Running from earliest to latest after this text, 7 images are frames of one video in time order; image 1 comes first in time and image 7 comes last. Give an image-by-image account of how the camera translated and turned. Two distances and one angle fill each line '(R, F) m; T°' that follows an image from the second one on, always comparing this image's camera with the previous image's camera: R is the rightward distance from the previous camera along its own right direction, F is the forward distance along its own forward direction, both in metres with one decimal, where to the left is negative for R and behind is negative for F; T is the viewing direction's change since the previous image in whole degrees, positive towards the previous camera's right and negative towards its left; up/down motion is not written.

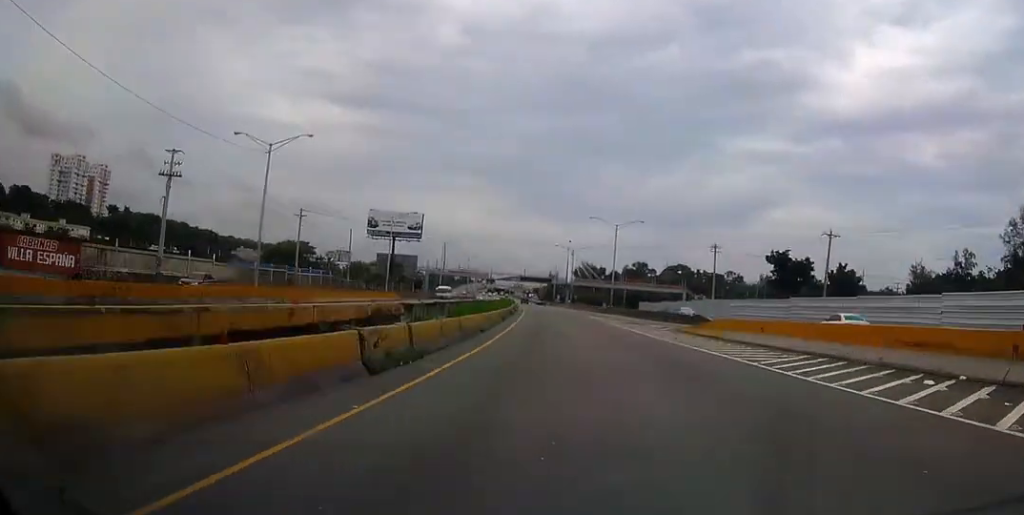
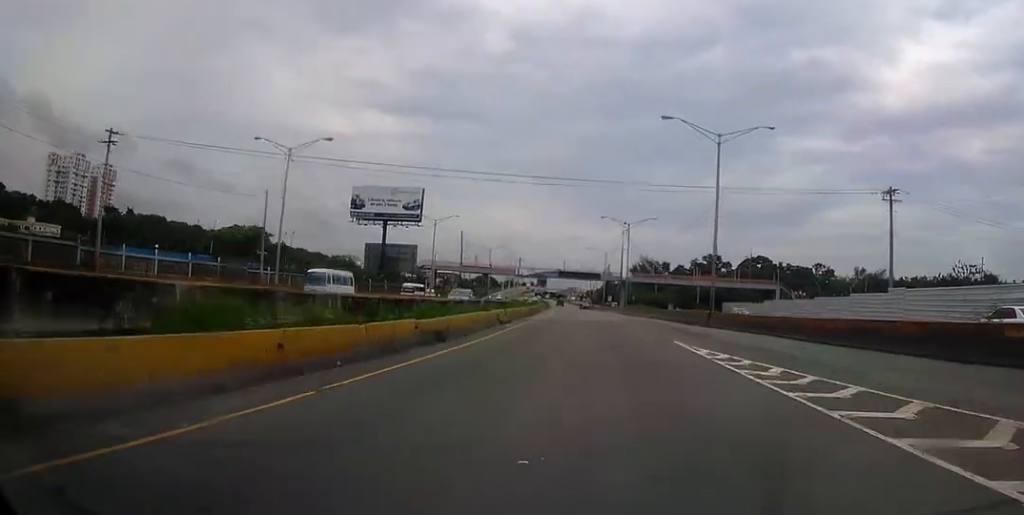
(-2.9, +49.9) m; -5°
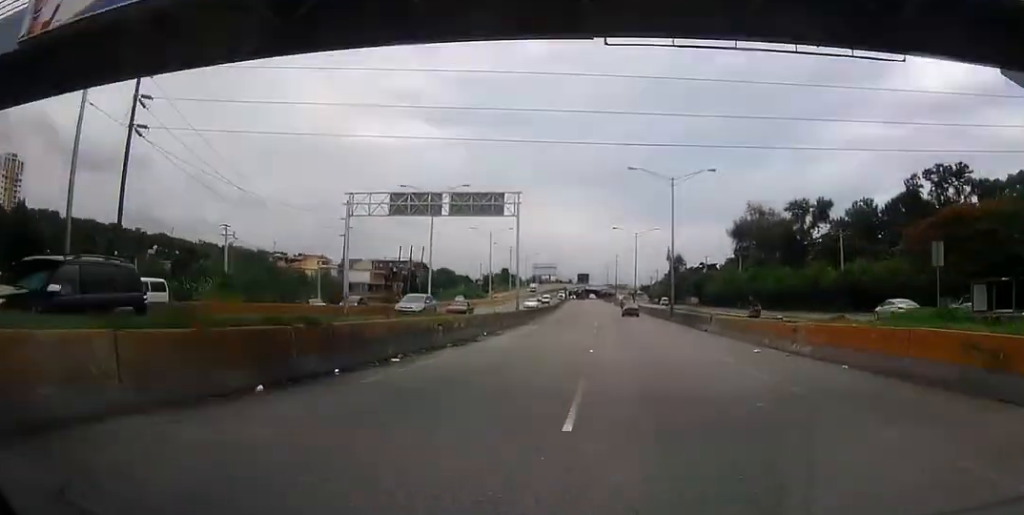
(-6.3, +131.6) m; -4°
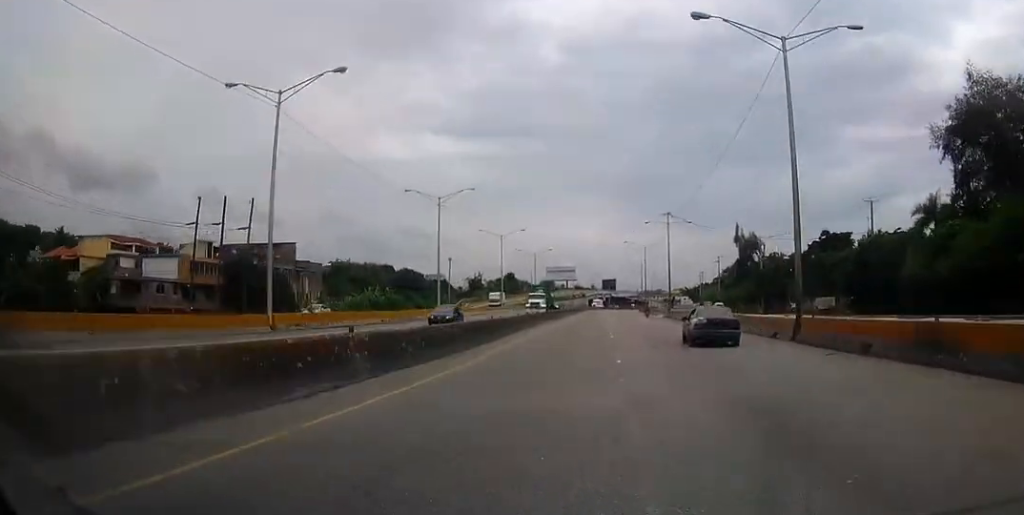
(-1.5, +82.0) m; -2°
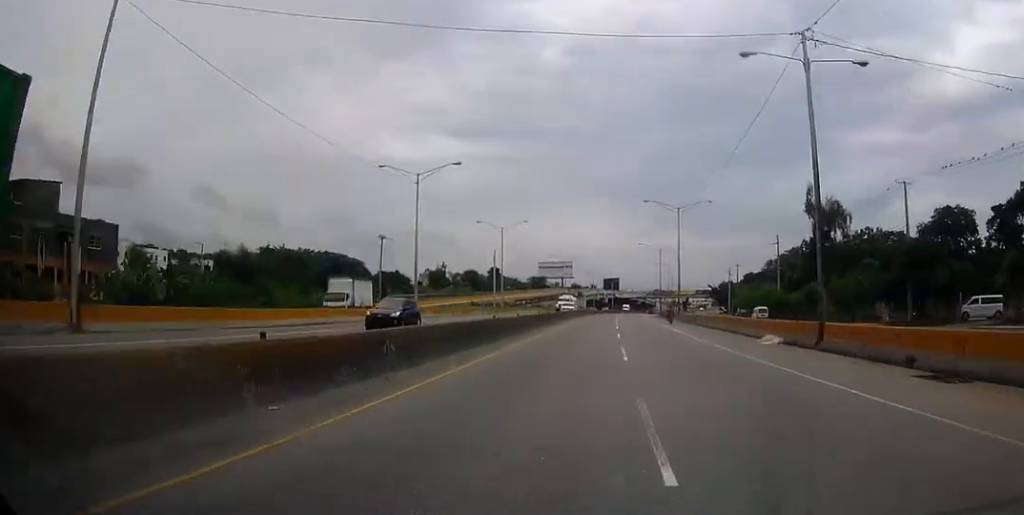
(-0.2, +51.0) m; 0°
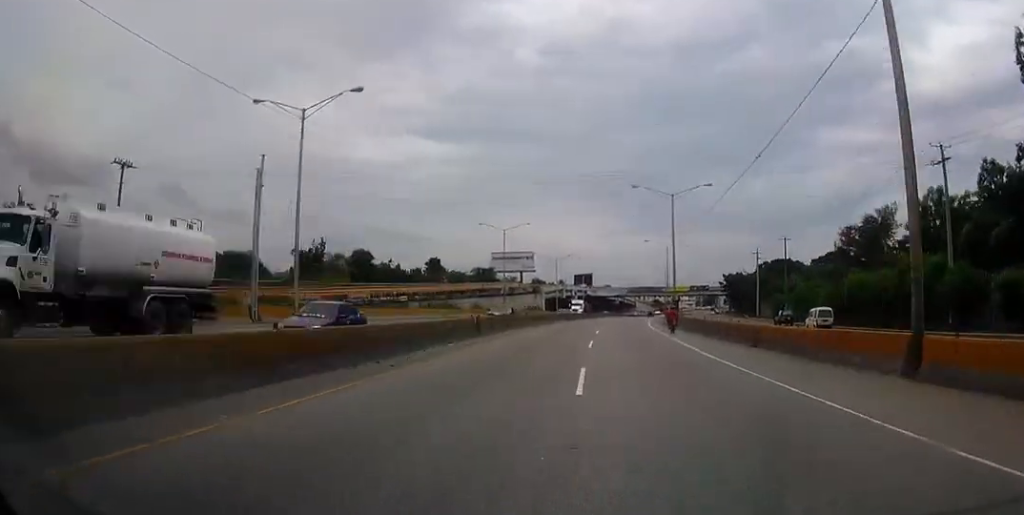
(+0.6, +60.1) m; +2°
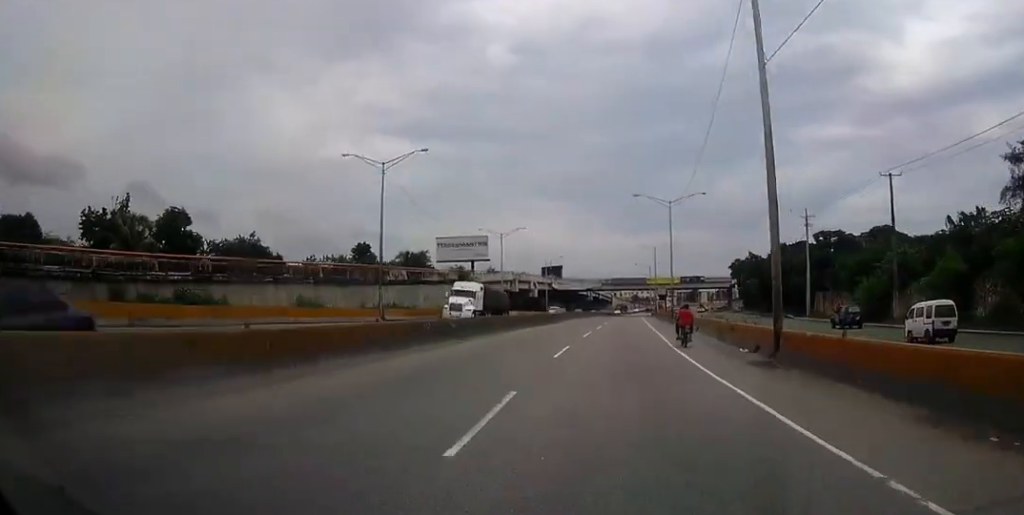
(+0.7, +43.6) m; +2°
